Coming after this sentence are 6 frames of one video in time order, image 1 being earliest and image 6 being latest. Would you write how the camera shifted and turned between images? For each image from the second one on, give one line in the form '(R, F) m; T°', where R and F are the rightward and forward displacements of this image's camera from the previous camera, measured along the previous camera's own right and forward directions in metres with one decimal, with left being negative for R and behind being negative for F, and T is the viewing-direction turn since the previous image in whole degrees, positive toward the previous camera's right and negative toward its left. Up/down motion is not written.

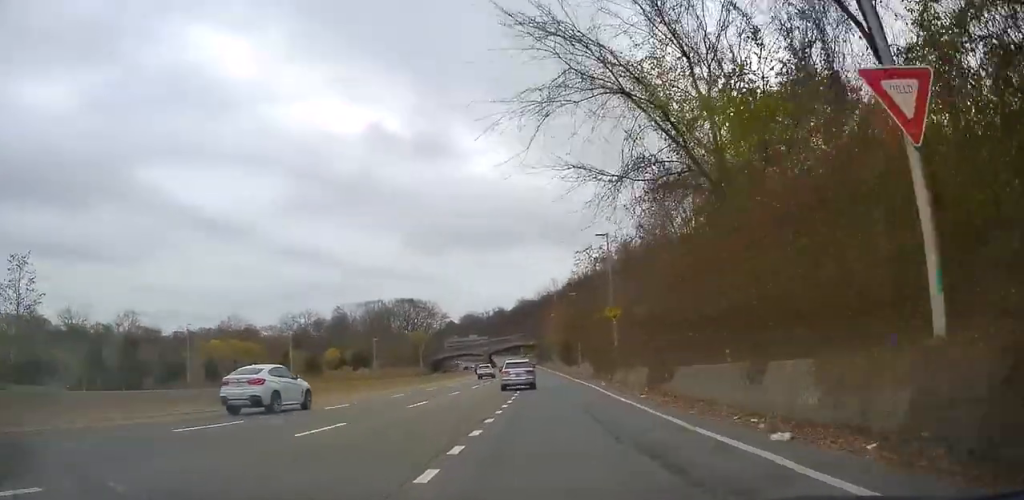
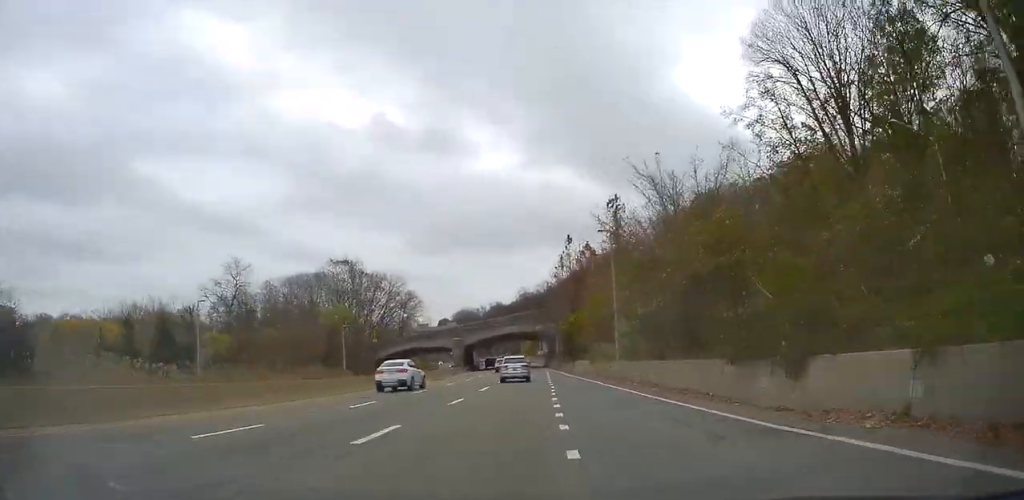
(+0.2, +60.2) m; -1°
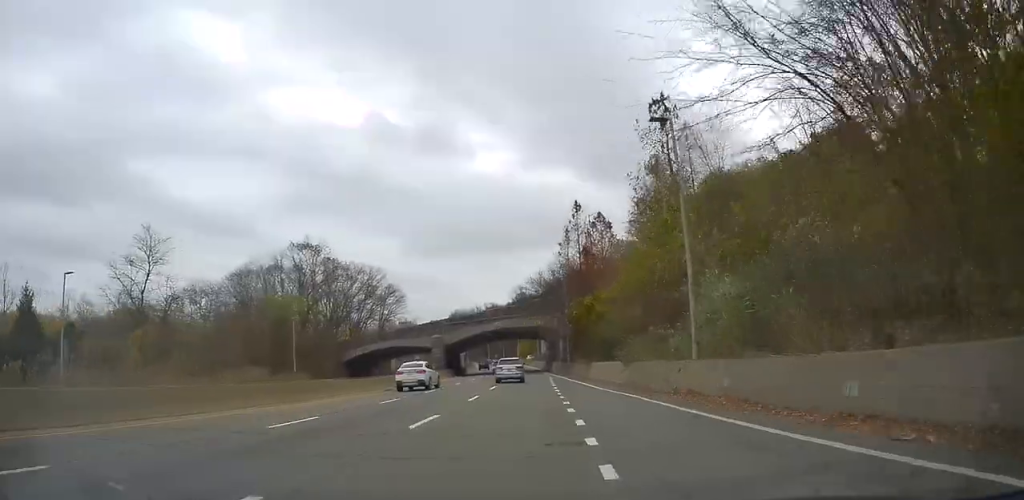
(-0.3, +16.8) m; +1°
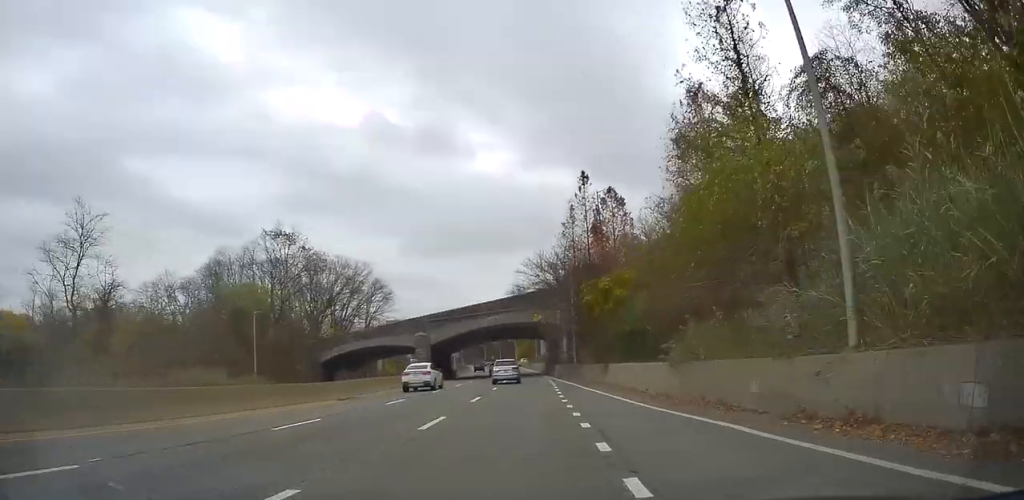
(+0.2, +9.5) m; 0°
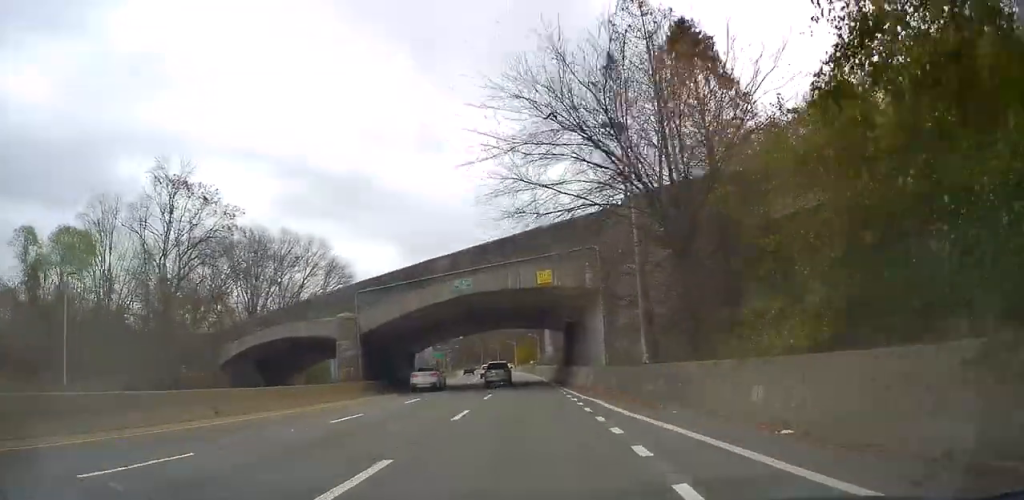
(+0.2, +26.4) m; 0°
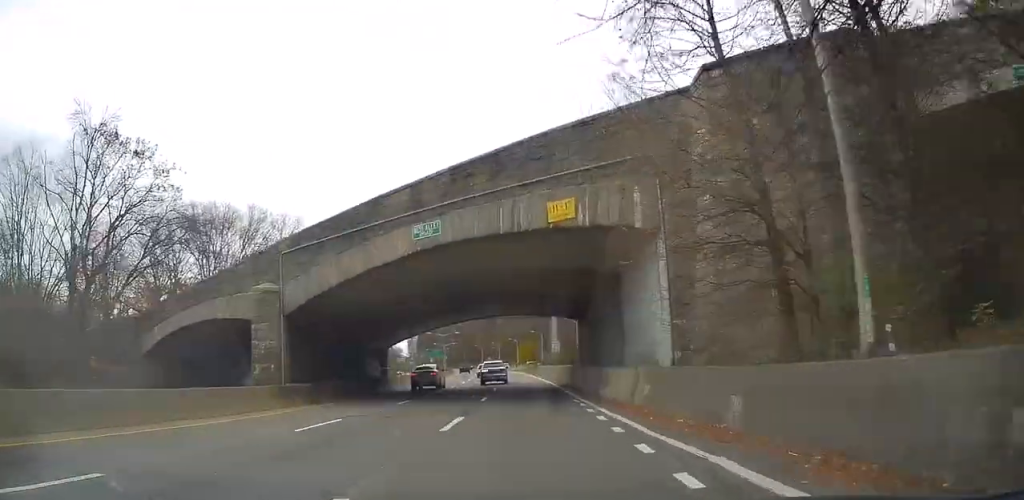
(-0.2, +12.1) m; 0°
